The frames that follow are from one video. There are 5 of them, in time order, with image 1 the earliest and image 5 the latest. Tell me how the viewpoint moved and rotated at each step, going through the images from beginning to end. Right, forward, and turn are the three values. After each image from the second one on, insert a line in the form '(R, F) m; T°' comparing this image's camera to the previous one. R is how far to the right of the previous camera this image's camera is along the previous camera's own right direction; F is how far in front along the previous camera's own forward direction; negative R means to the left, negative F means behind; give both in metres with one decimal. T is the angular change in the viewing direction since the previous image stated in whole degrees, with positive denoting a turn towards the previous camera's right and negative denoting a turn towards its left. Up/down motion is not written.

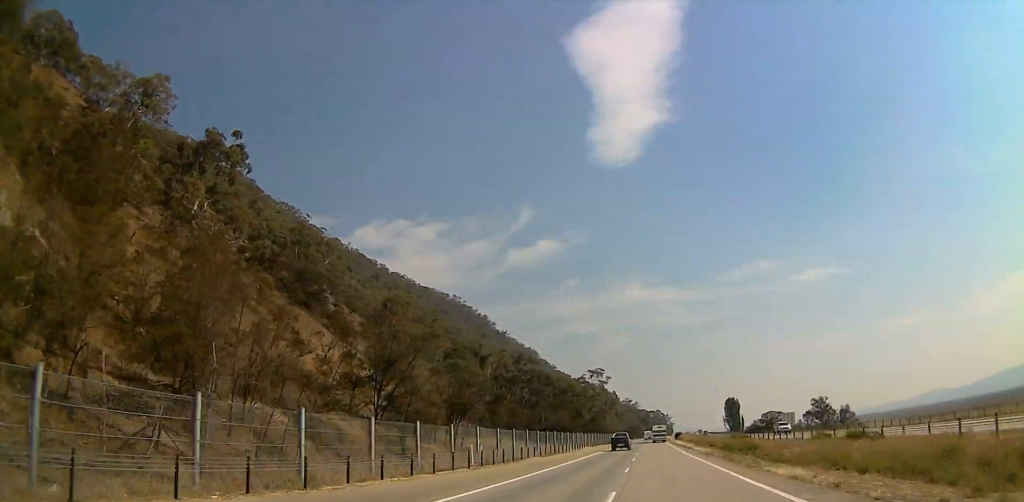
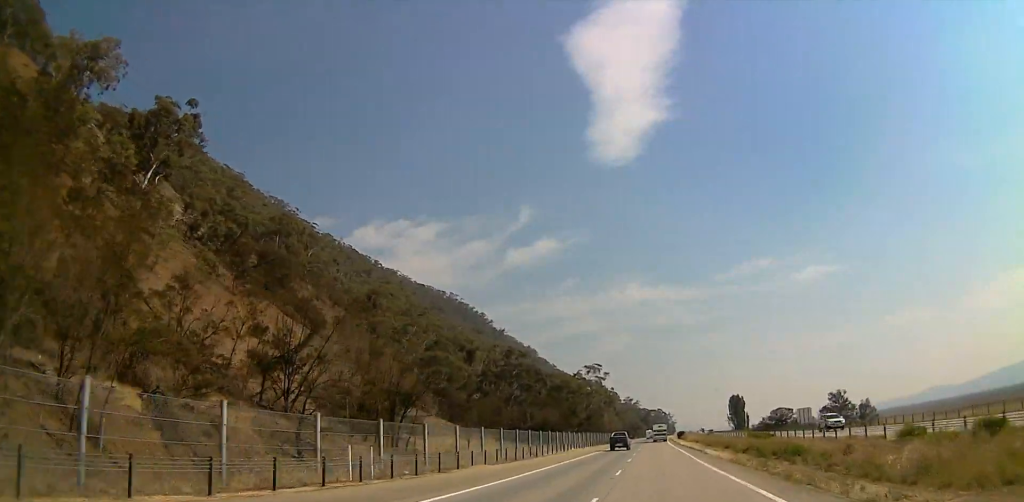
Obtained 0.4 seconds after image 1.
(0.0, +14.6) m; 0°
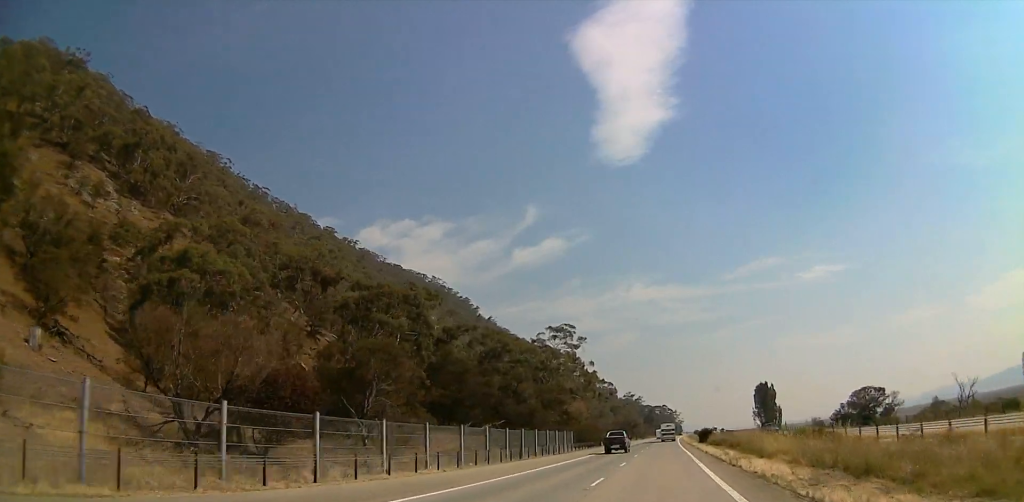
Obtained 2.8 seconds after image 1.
(+0.1, +83.6) m; 0°
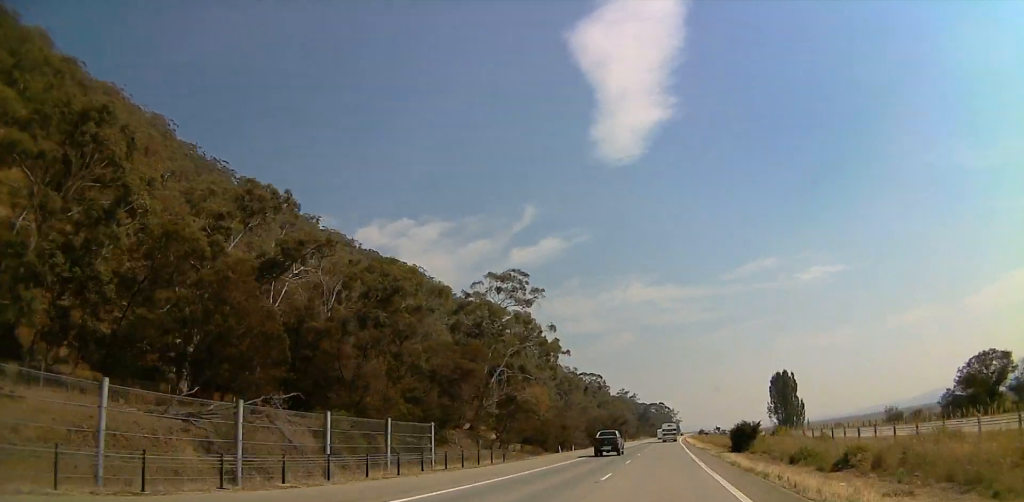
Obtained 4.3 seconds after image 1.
(+0.1, +51.7) m; 0°
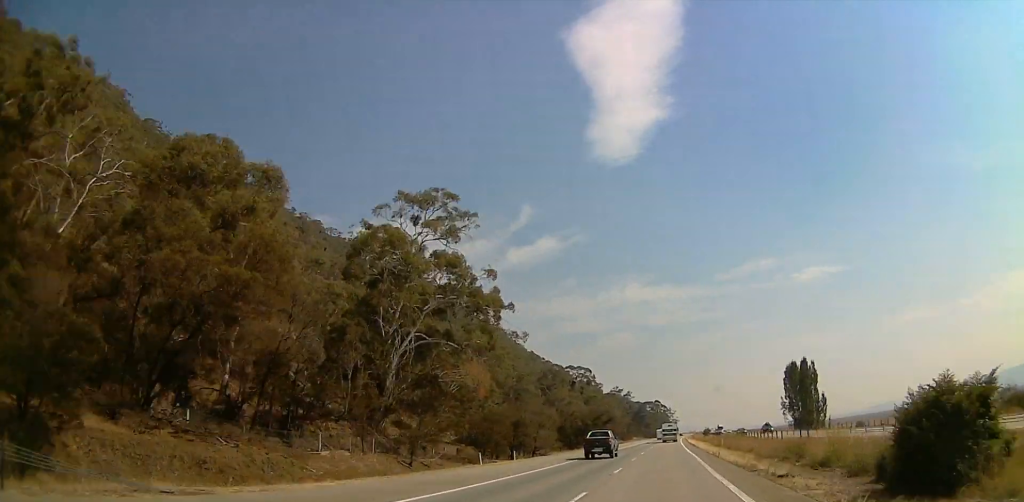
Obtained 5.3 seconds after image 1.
(+0.1, +36.6) m; +1°
